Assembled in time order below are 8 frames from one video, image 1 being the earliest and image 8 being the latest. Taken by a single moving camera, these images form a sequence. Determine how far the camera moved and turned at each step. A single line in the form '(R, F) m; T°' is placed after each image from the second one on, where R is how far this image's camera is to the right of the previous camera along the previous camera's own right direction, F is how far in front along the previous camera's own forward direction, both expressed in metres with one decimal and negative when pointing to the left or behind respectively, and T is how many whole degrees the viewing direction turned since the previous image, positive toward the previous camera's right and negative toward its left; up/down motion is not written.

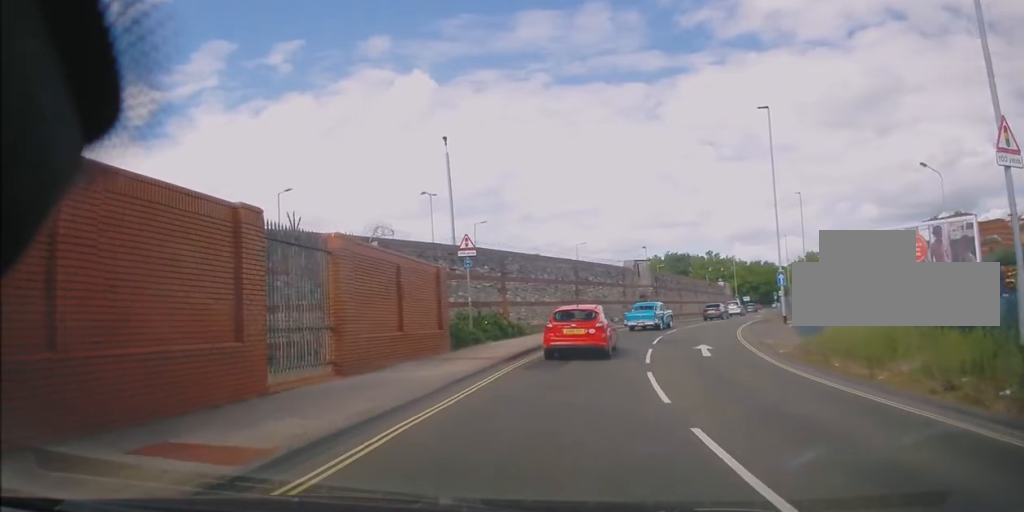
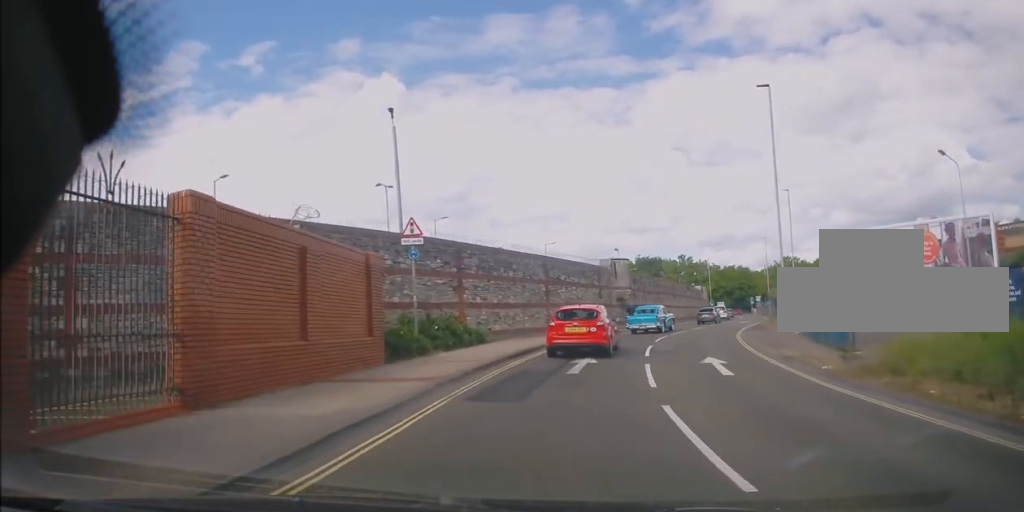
(+0.2, +4.7) m; +3°
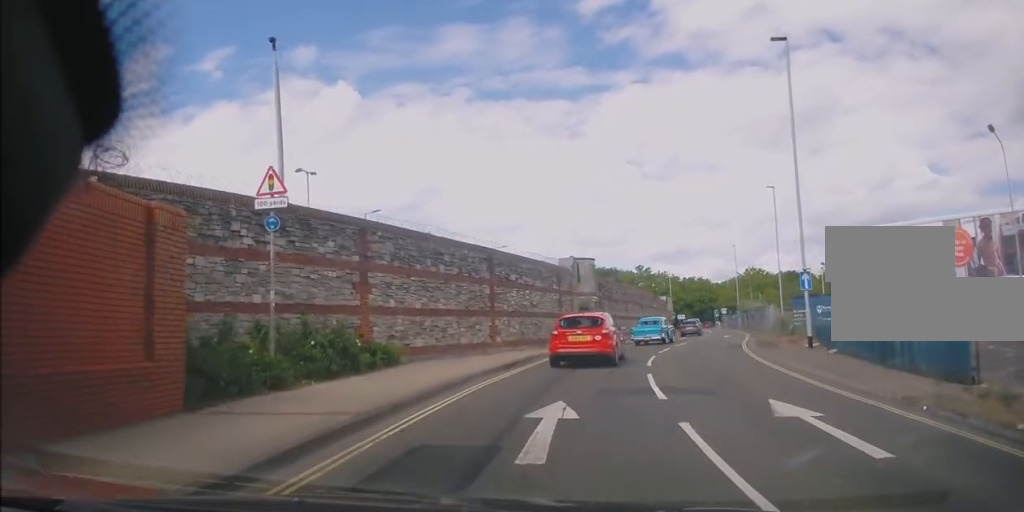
(+0.1, +7.6) m; +1°
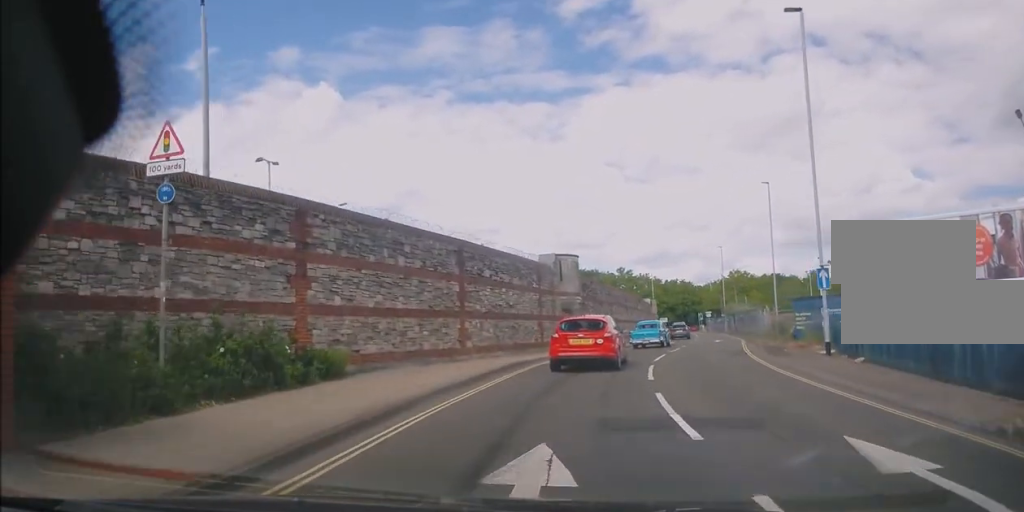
(0.0, +3.4) m; +2°
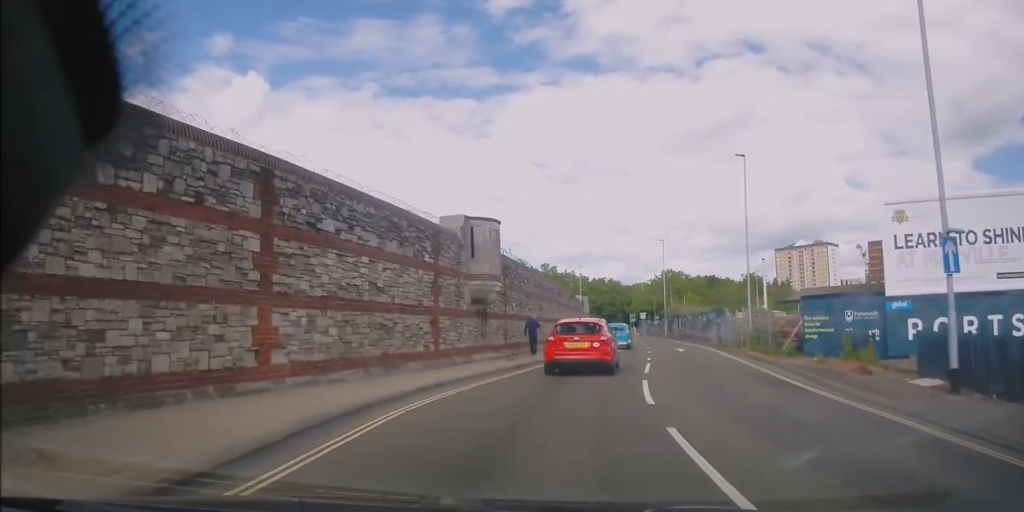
(+0.8, +9.9) m; +12°
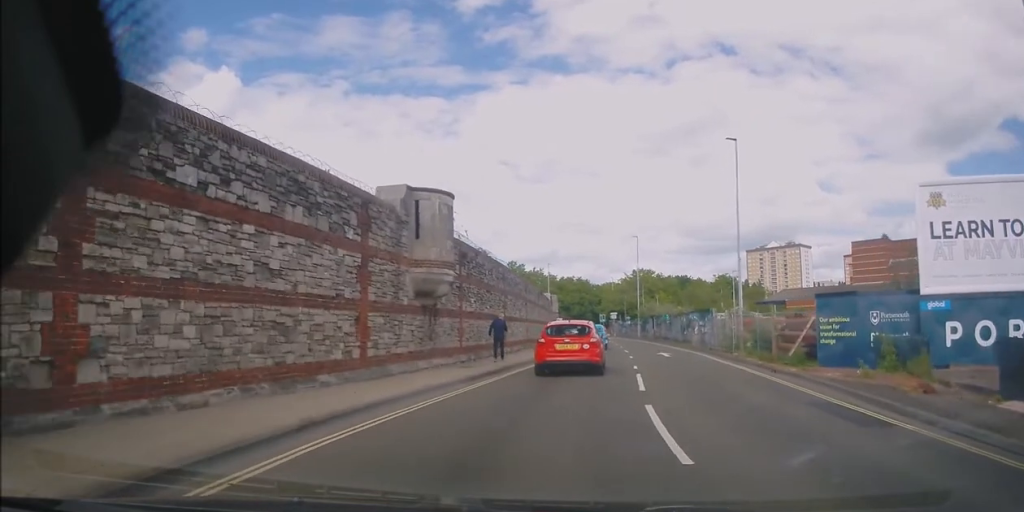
(+0.2, +4.4) m; +2°
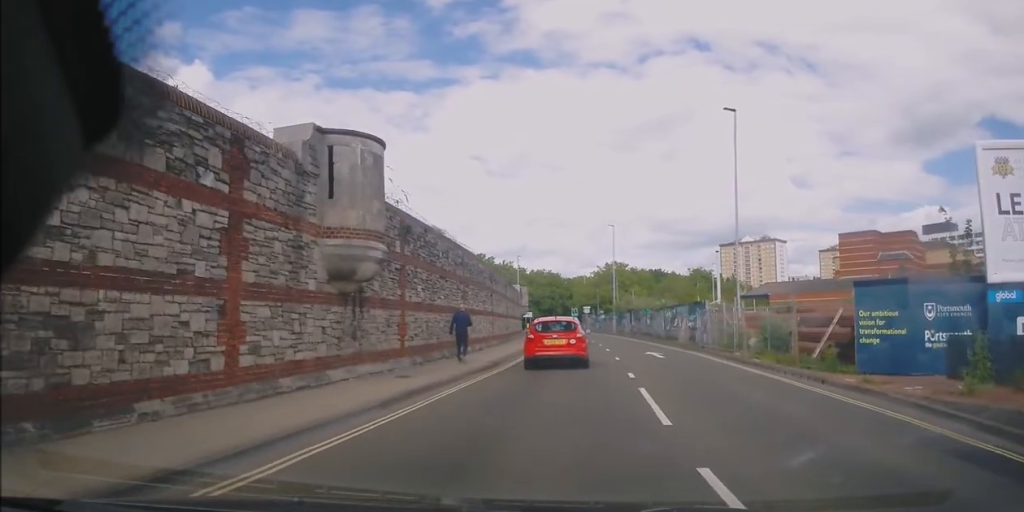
(+0.1, +4.9) m; +2°
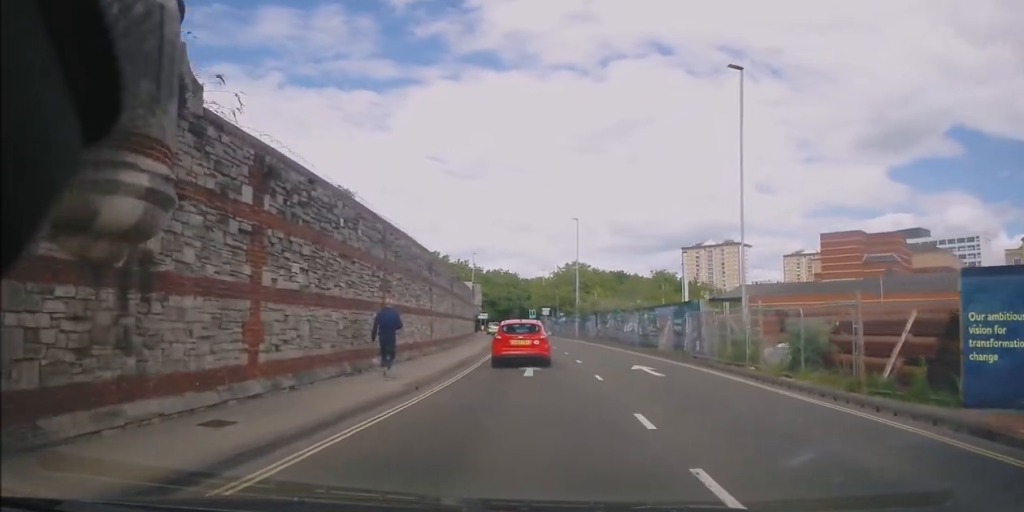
(+0.1, +6.4) m; +3°
